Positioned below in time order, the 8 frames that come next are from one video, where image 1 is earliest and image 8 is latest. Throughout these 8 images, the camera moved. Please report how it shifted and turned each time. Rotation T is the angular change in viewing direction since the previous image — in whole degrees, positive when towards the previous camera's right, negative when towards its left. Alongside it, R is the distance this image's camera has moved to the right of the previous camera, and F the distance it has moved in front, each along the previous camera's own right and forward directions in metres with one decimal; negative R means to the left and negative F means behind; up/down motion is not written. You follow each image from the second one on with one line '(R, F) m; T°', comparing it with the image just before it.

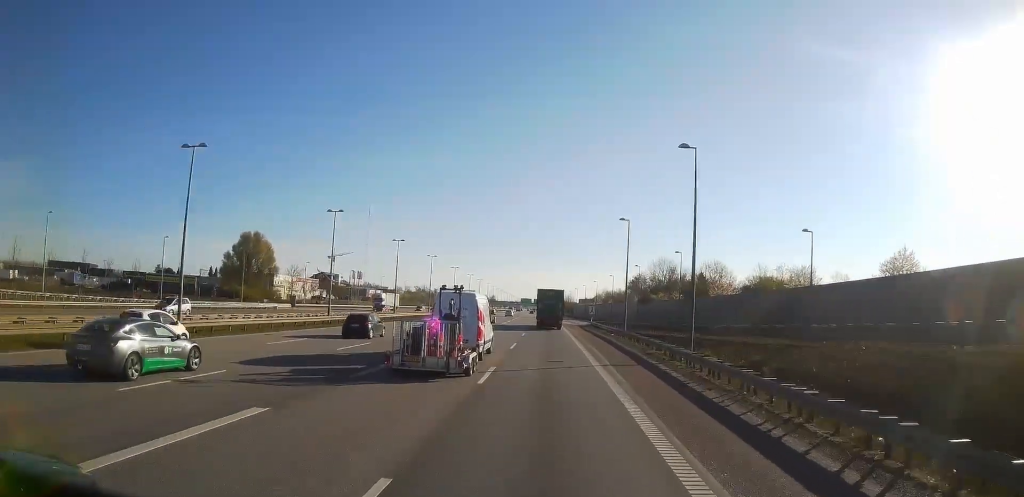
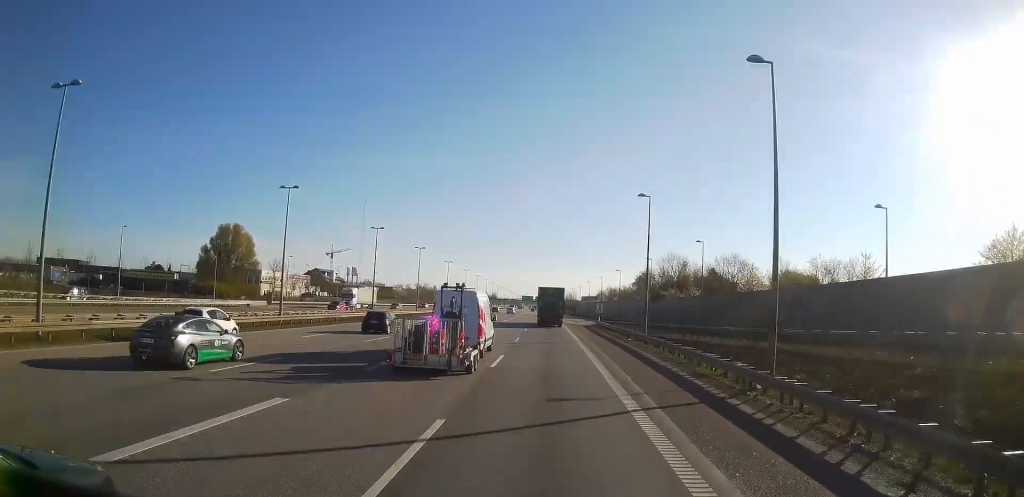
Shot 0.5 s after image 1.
(0.0, +10.9) m; 0°
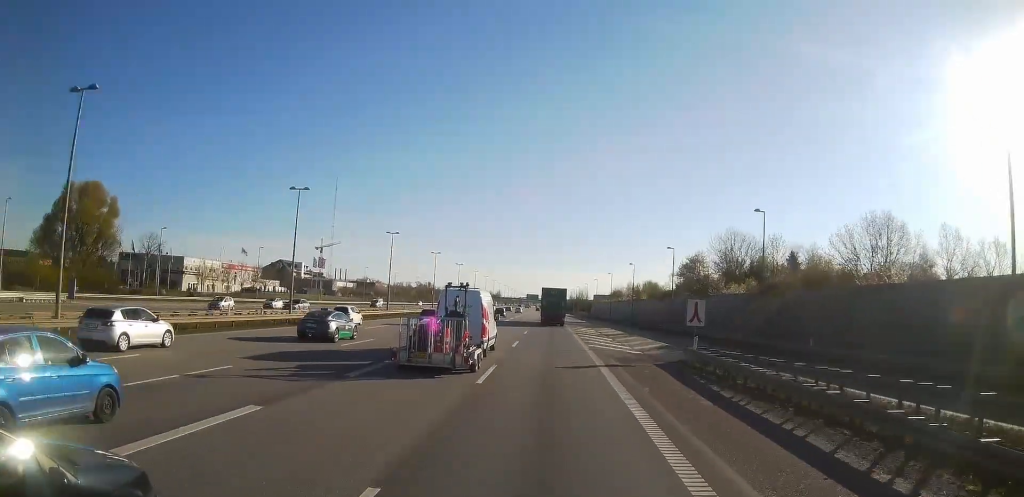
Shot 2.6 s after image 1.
(-0.5, +48.8) m; -1°
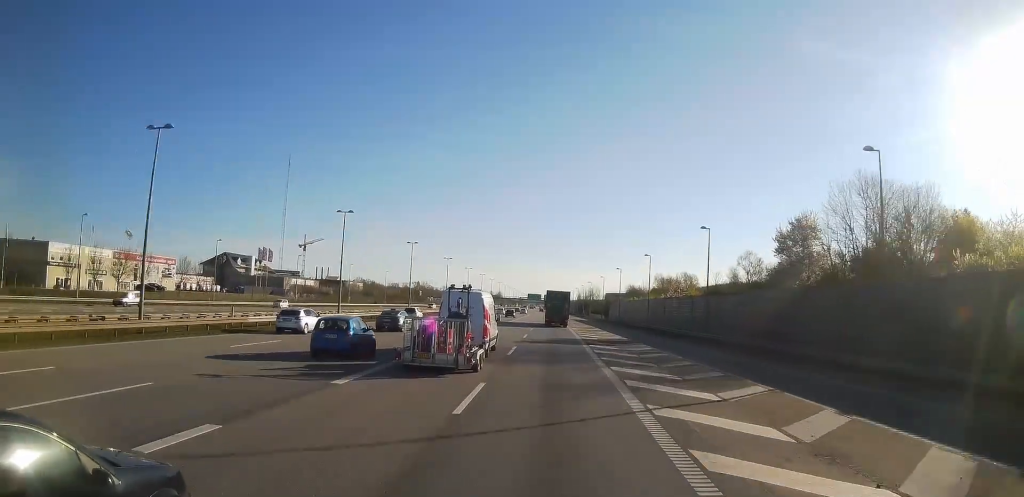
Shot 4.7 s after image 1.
(+0.7, +48.7) m; 0°
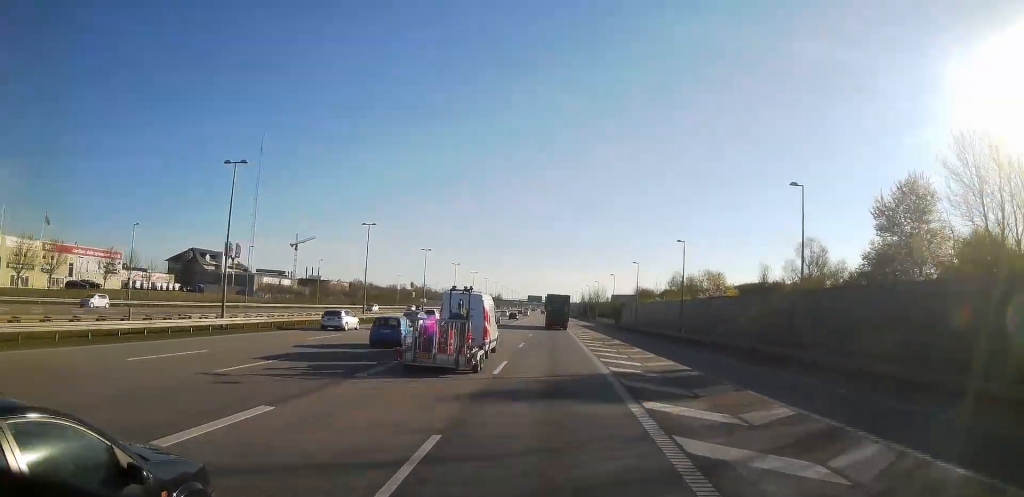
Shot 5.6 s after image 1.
(-0.6, +21.8) m; -1°
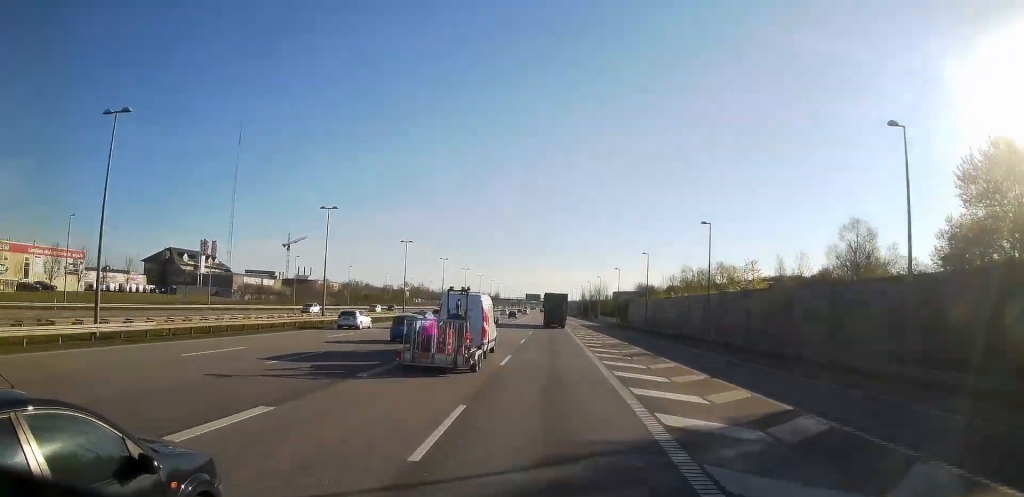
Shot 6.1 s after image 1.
(+0.1, +11.7) m; +1°
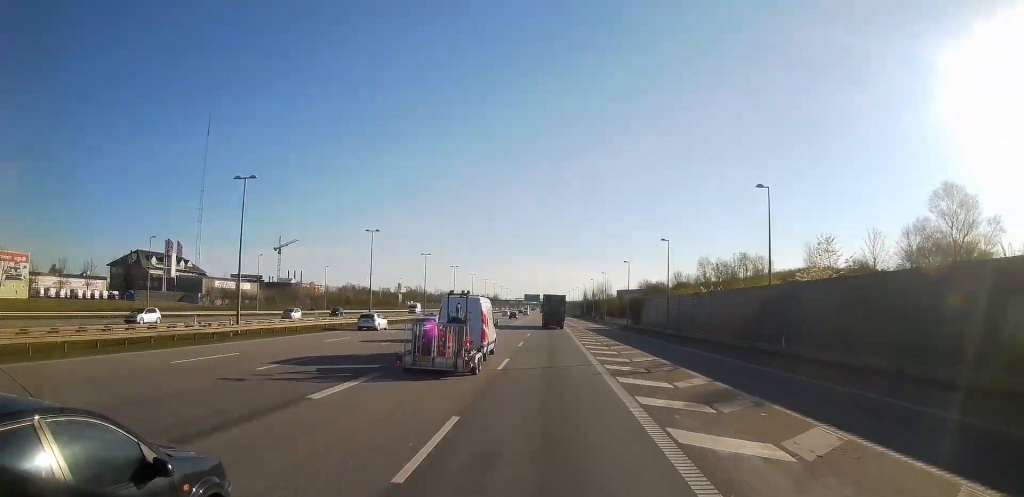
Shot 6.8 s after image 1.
(+0.1, +15.6) m; +1°
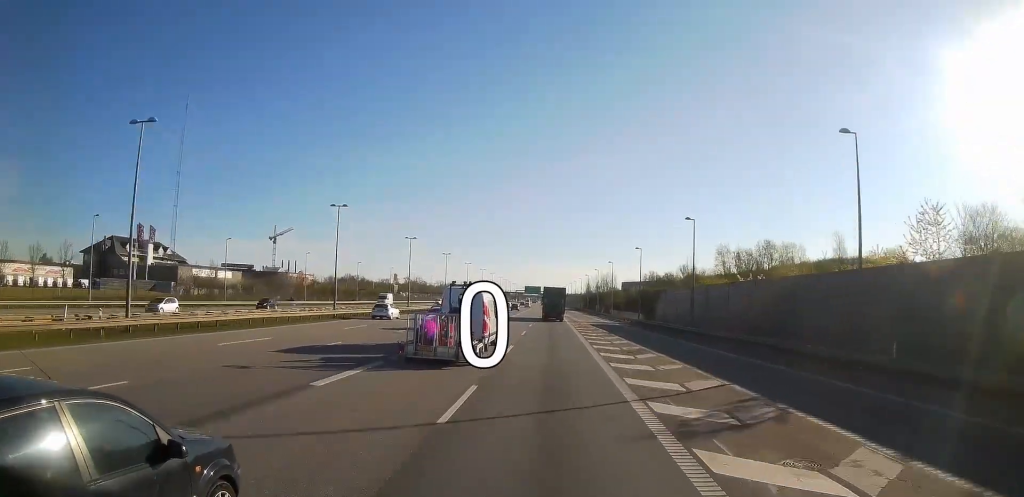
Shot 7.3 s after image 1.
(+0.2, +11.7) m; 0°
